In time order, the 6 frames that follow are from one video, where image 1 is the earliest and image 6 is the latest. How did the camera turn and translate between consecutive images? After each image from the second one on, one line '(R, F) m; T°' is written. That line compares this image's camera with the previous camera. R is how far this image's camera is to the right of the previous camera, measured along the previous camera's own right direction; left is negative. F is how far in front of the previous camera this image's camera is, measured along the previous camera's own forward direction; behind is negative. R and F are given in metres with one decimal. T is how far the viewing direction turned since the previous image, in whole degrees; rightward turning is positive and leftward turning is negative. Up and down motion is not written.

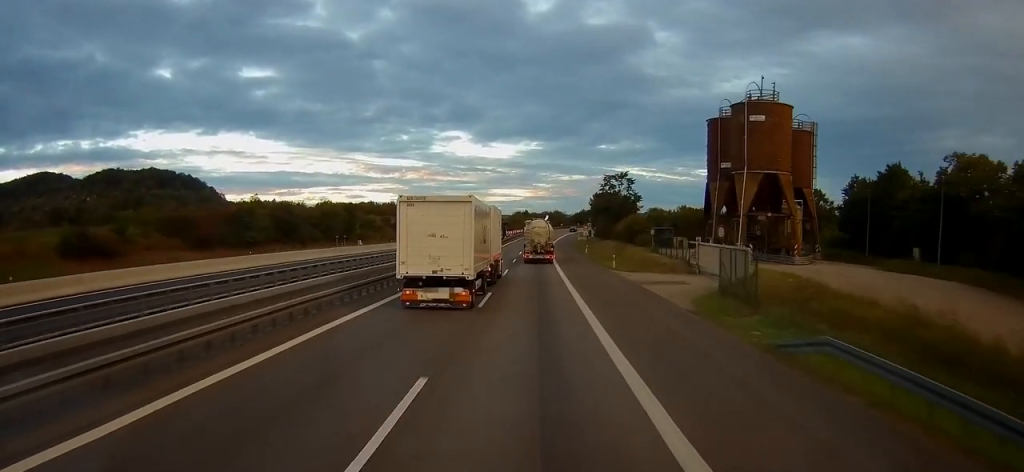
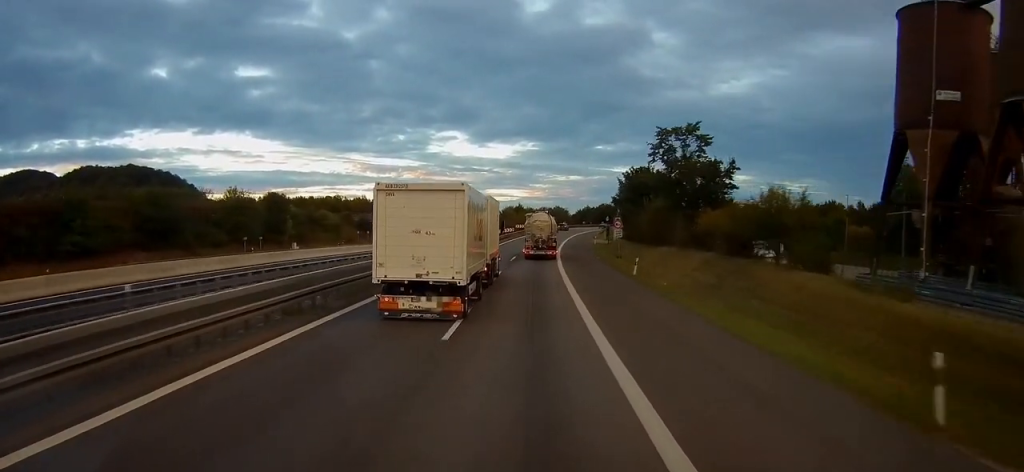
(0.0, +44.6) m; 0°
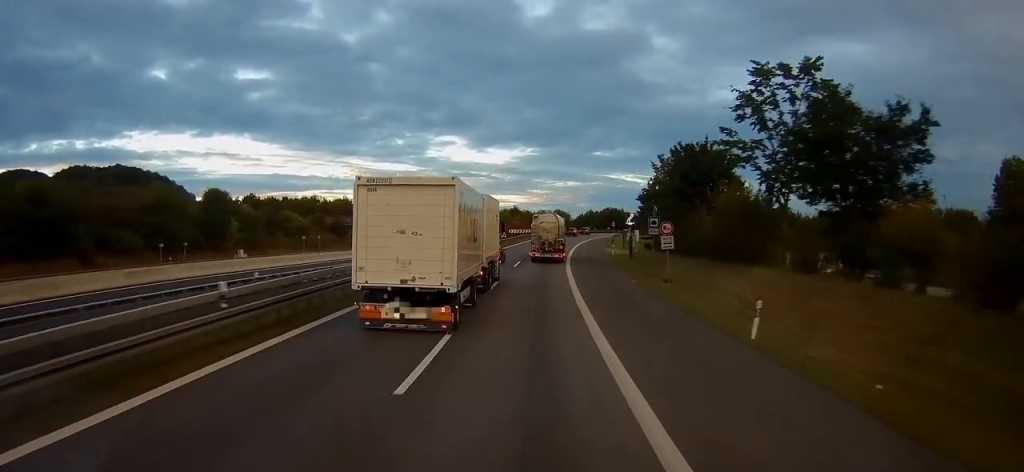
(+0.1, +23.4) m; 0°
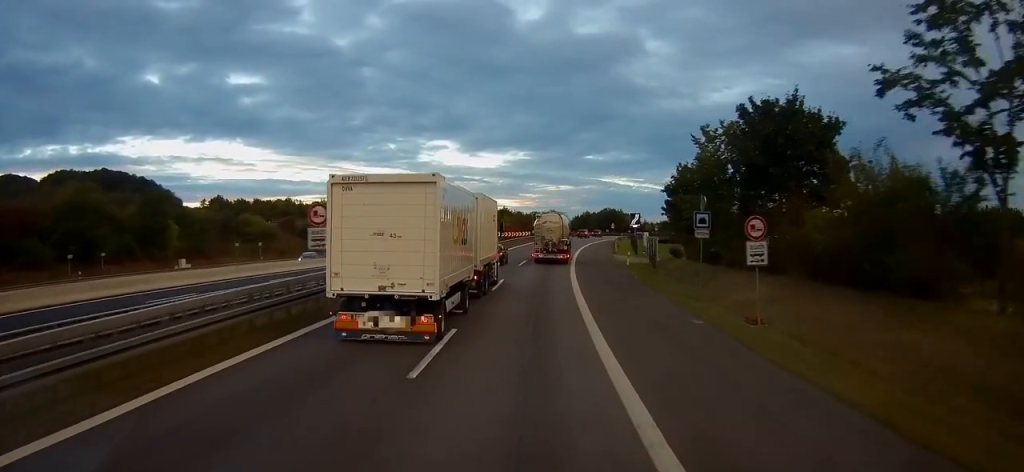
(0.0, +16.6) m; +1°
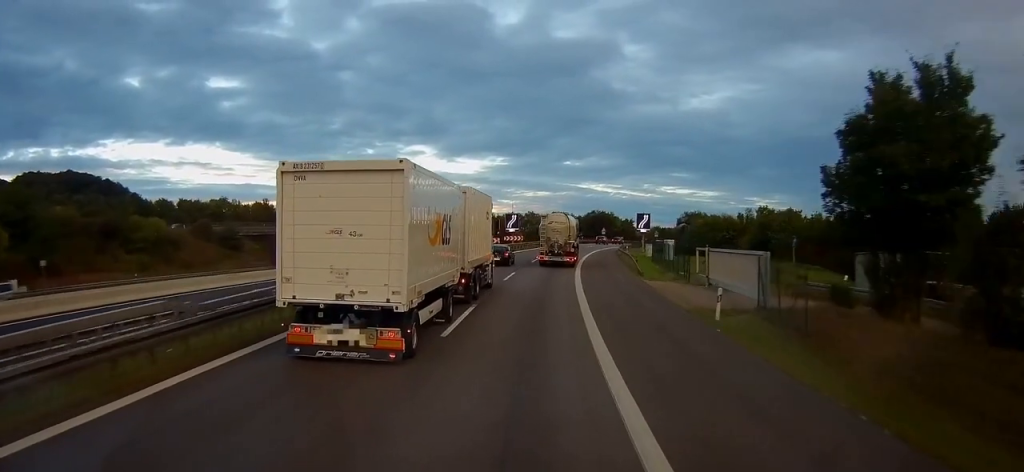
(+0.3, +31.4) m; +1°
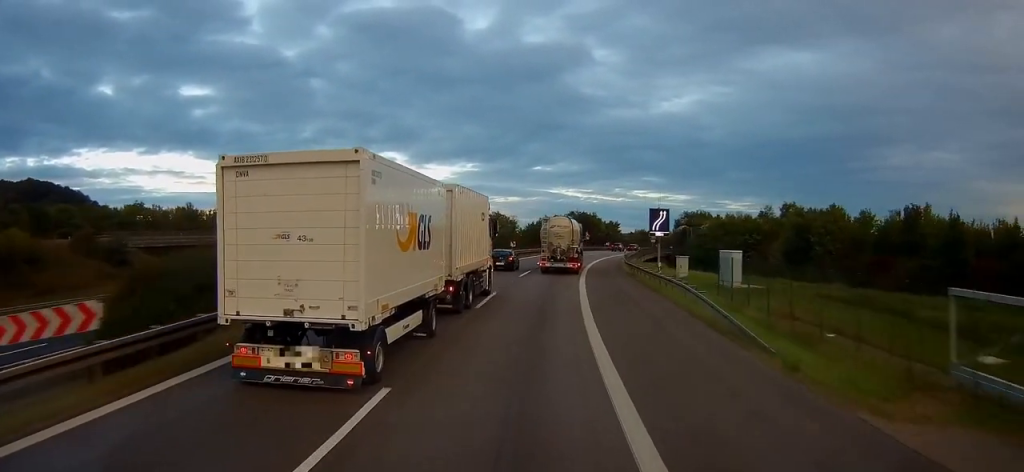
(+0.4, +29.6) m; +2°
